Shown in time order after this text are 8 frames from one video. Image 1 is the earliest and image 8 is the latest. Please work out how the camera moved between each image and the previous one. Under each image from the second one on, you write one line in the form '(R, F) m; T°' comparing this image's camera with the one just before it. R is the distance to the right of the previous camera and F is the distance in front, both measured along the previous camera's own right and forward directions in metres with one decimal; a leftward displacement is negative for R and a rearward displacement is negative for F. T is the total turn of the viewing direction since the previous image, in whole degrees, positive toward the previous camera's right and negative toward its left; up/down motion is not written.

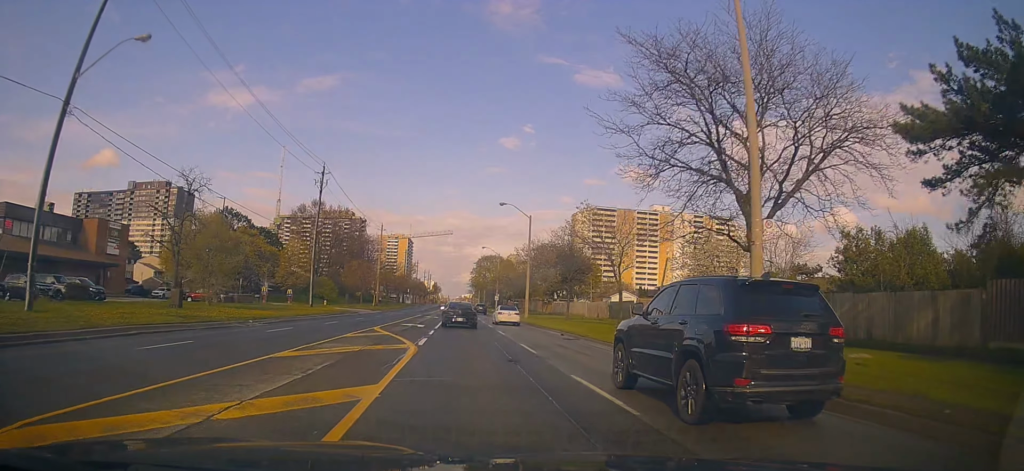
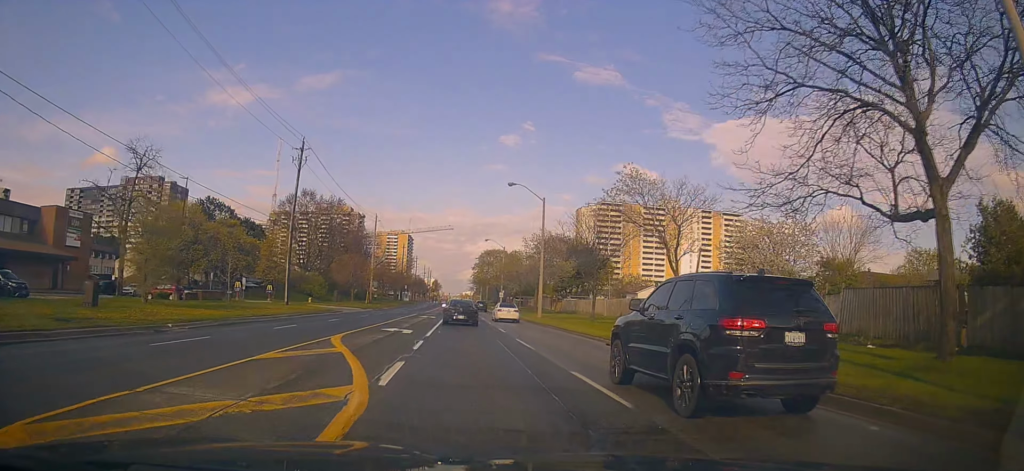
(0.0, +8.8) m; +1°
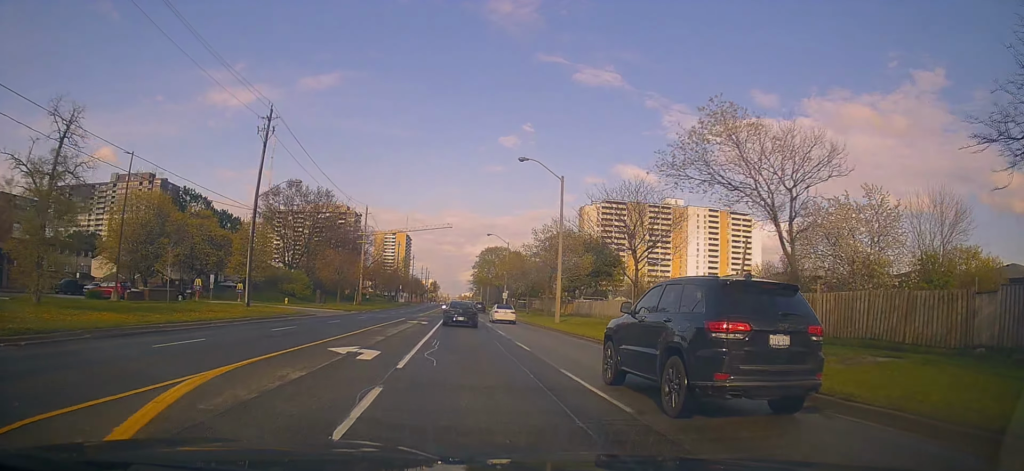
(-0.1, +9.1) m; +1°
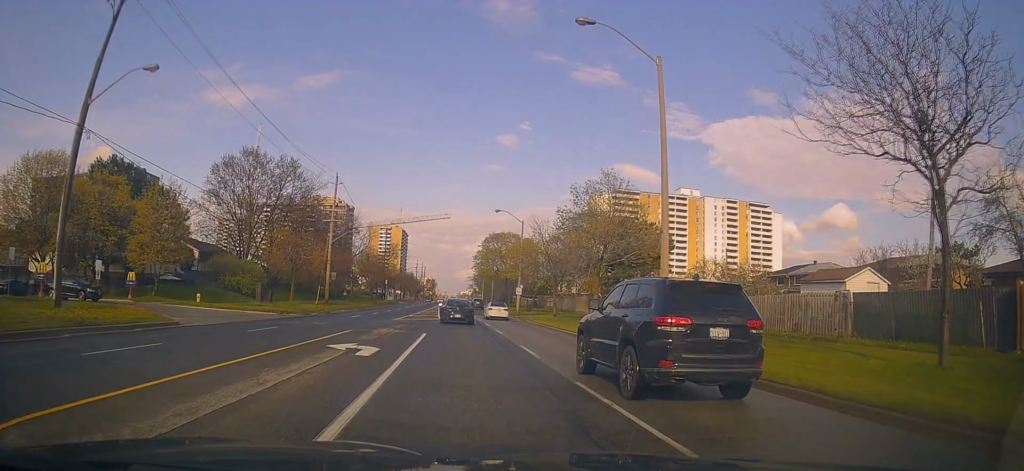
(+0.3, +20.5) m; -2°
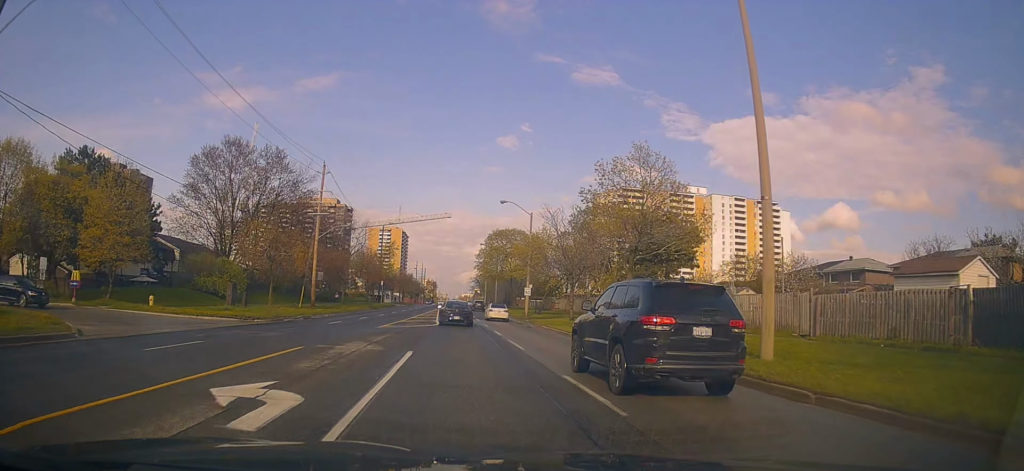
(+0.1, +6.8) m; -2°
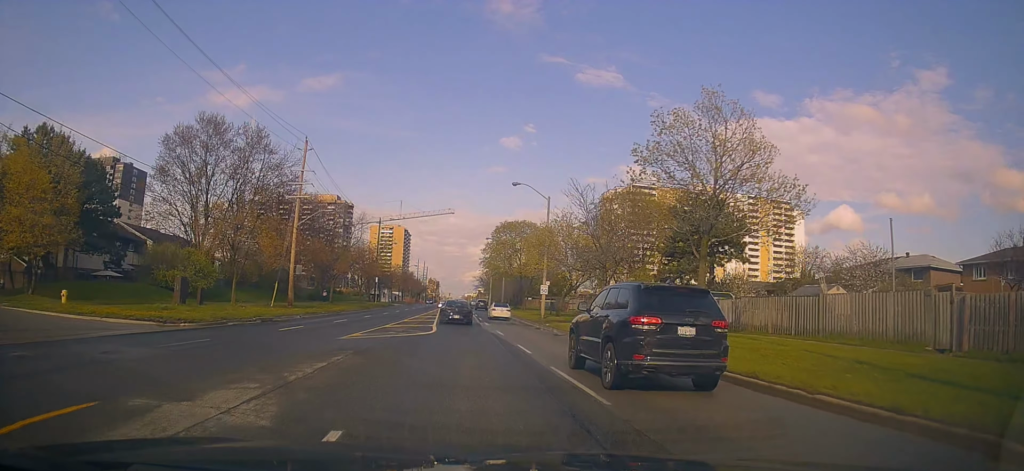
(-0.4, +9.0) m; +1°
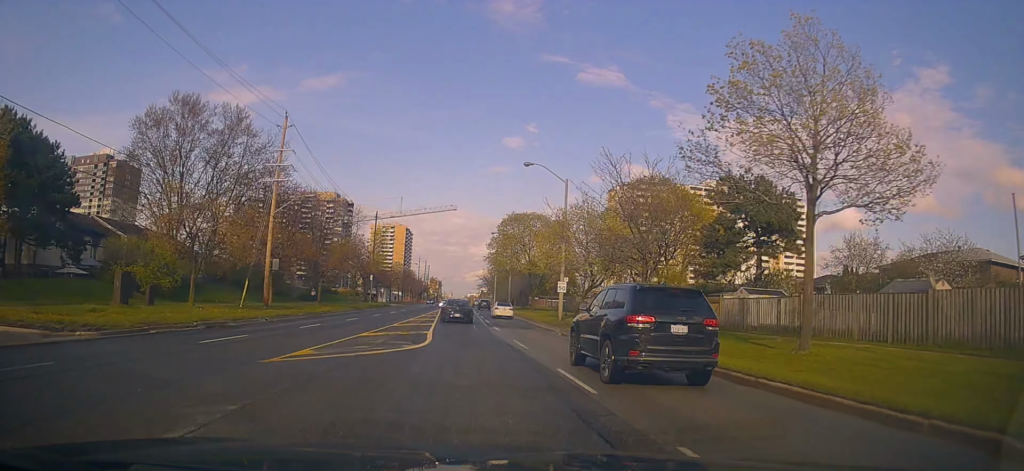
(-0.3, +7.2) m; +1°
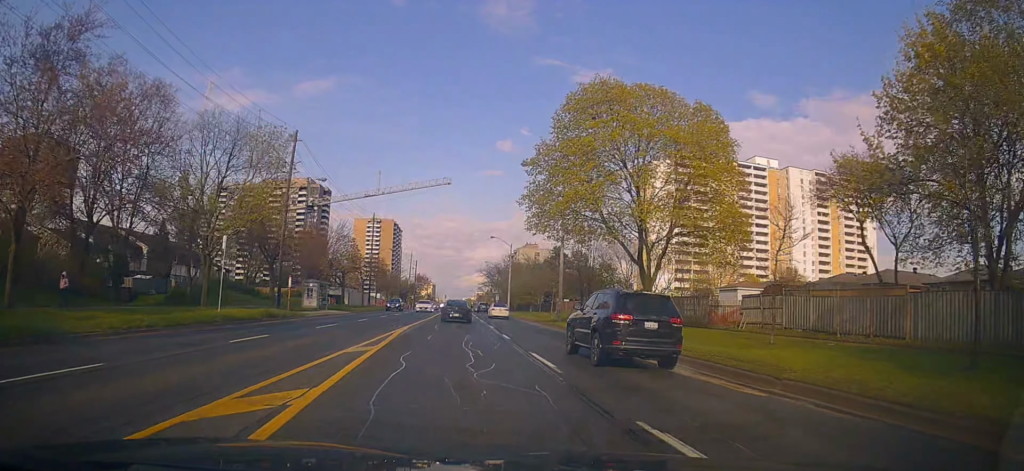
(0.0, +44.7) m; 0°
